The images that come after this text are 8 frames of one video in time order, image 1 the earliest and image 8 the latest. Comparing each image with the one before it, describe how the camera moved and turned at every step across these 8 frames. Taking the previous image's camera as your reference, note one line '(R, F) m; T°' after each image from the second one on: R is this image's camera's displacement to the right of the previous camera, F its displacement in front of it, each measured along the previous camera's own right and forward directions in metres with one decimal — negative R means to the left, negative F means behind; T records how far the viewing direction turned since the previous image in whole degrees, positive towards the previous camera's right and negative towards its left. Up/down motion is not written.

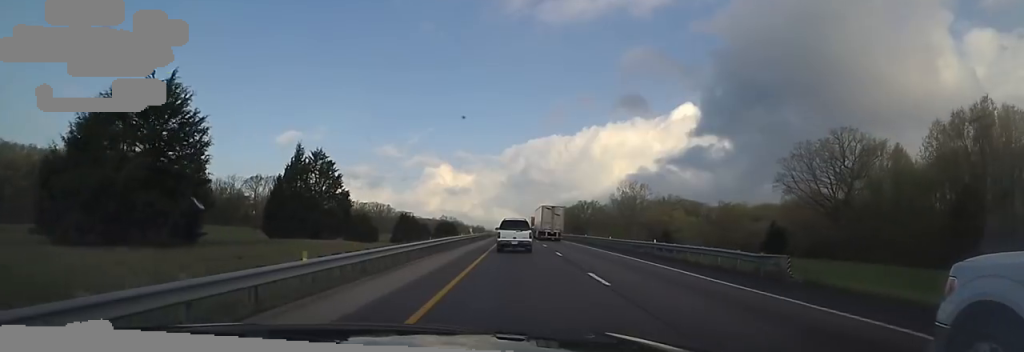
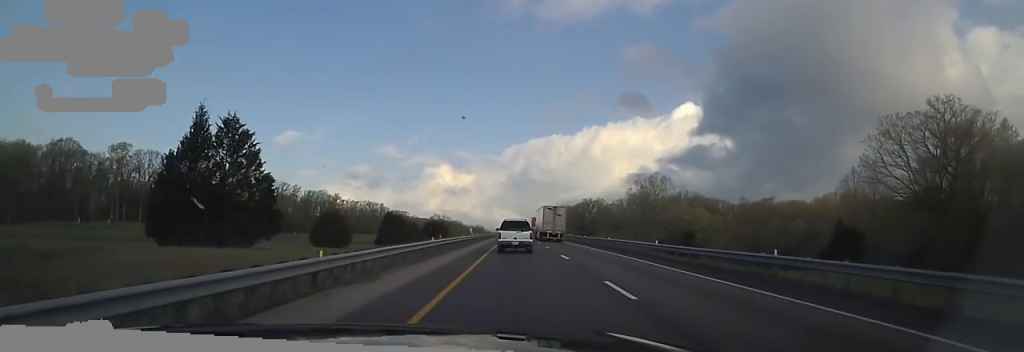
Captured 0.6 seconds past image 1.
(0.0, +14.8) m; 0°
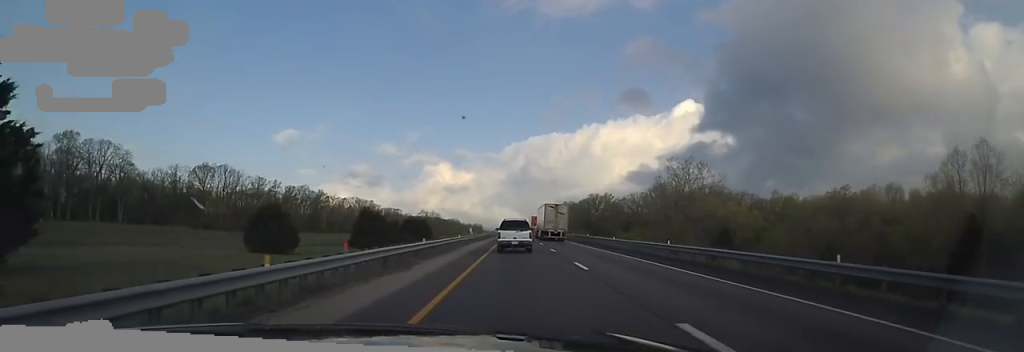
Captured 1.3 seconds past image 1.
(0.0, +18.2) m; 0°
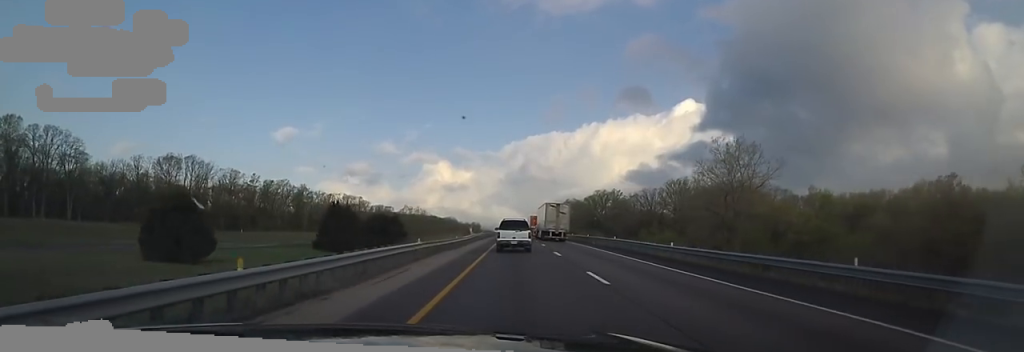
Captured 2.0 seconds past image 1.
(0.0, +16.5) m; 0°
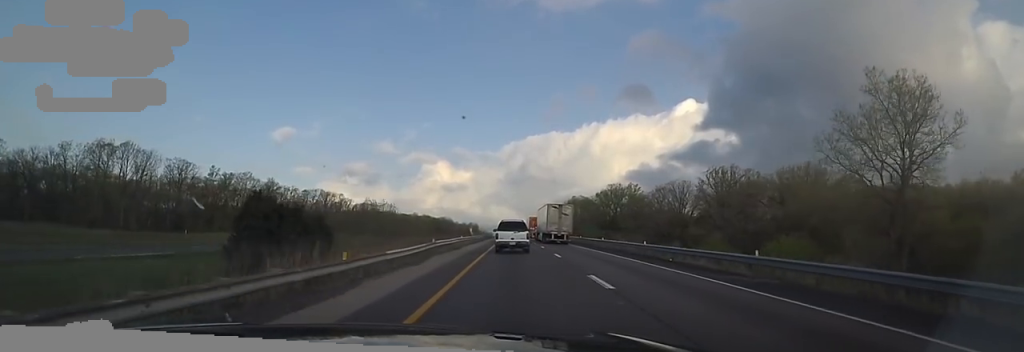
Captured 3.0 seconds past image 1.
(0.0, +25.7) m; 0°
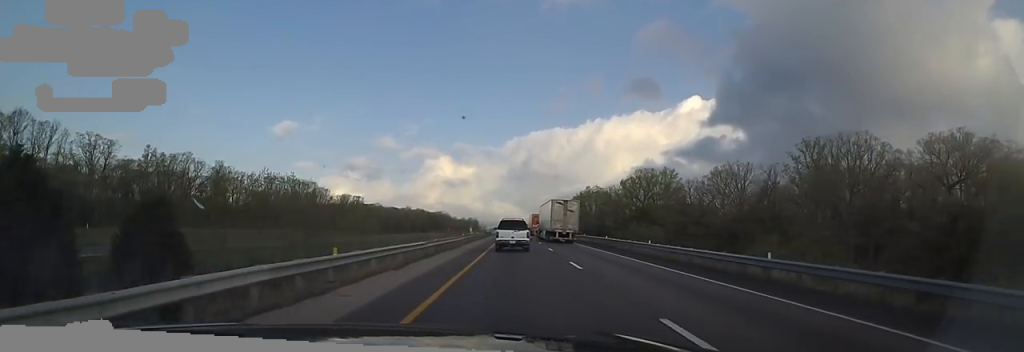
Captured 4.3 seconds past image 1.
(-0.8, +31.1) m; -3°
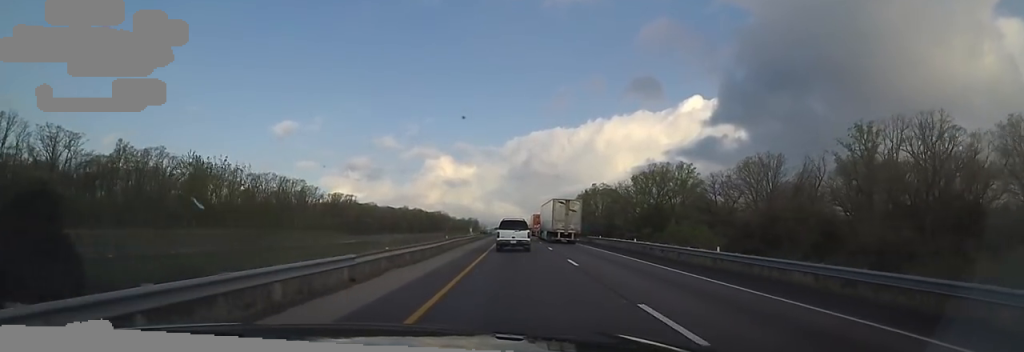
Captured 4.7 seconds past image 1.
(-0.6, +10.6) m; 0°
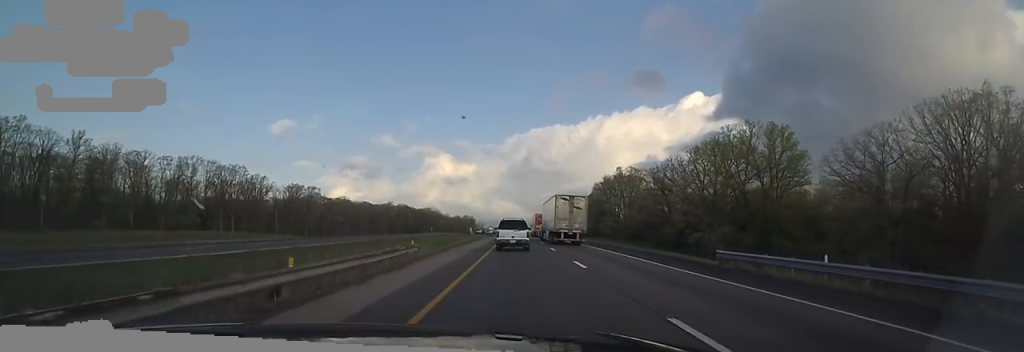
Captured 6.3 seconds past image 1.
(+1.7, +37.1) m; +4°
